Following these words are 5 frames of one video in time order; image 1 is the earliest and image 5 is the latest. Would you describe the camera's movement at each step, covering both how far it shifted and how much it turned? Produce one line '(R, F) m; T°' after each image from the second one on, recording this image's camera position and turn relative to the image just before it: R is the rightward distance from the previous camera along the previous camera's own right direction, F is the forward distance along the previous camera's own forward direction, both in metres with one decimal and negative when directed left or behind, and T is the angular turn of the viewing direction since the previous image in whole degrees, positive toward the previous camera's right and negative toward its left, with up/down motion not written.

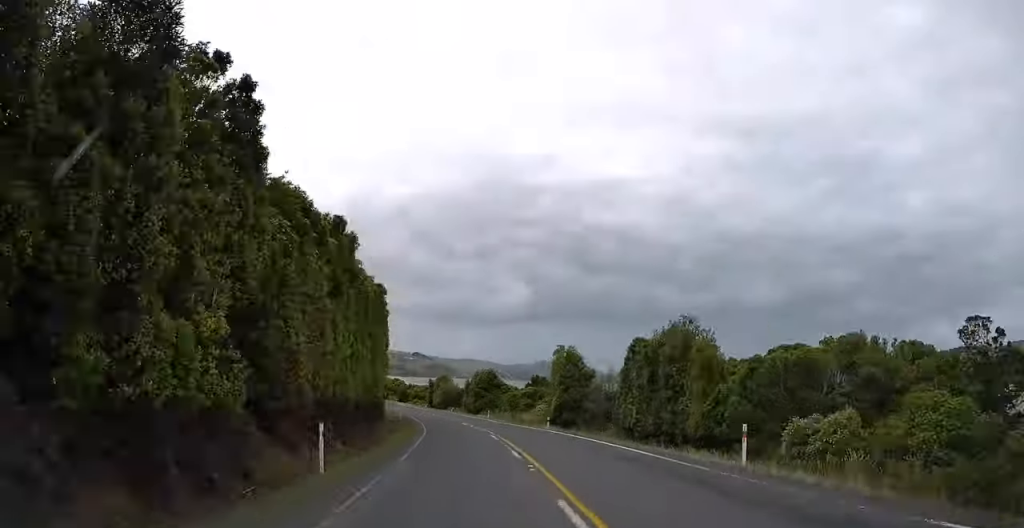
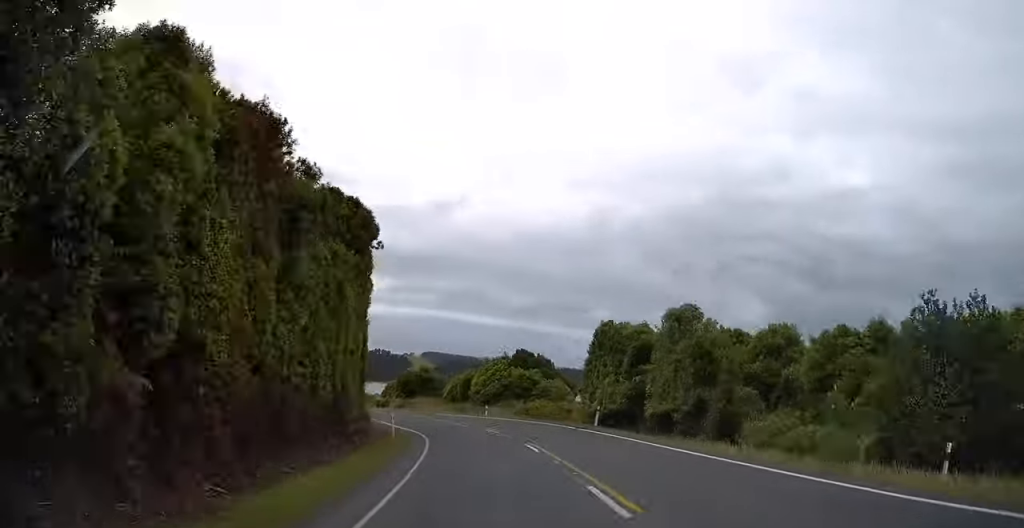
(-22.9, +128.0) m; -26°
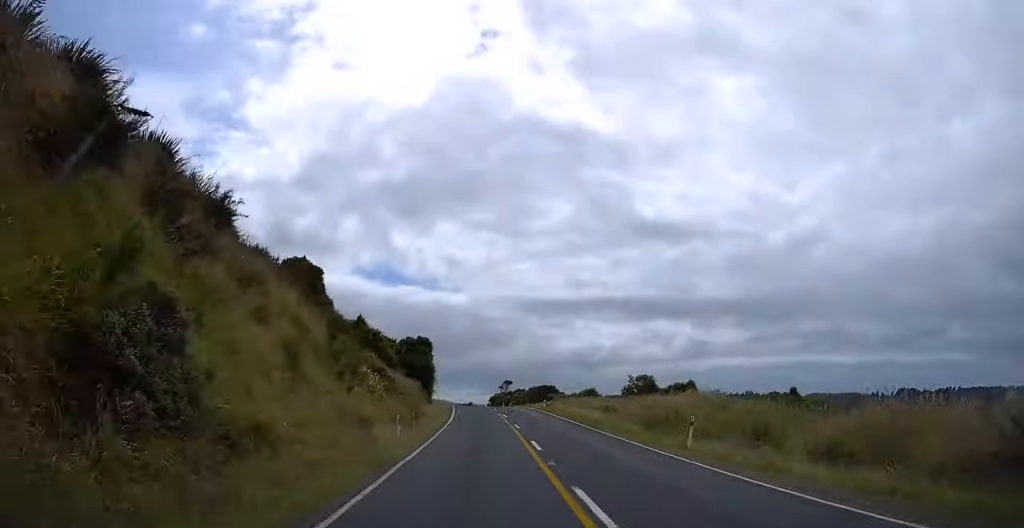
(-56.1, +176.3) m; -23°
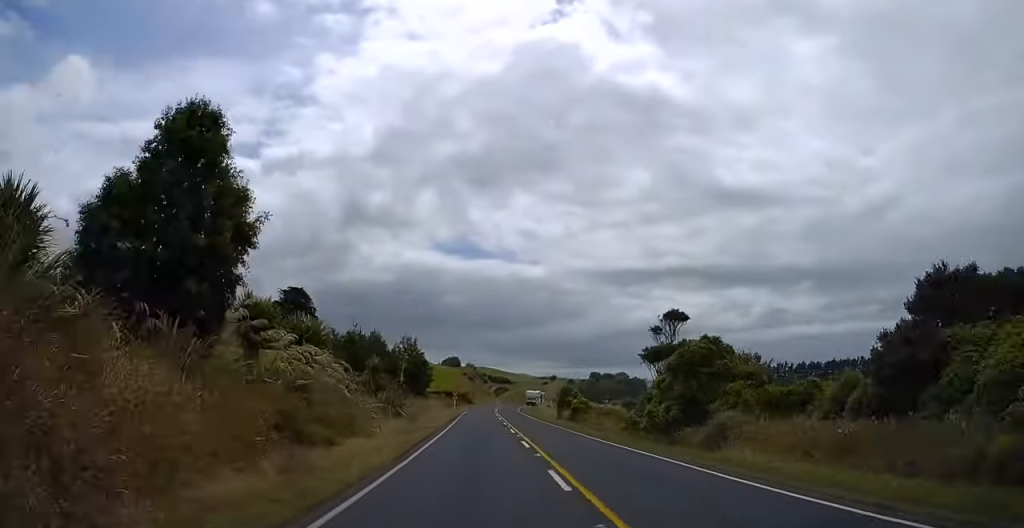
(-2.2, +94.4) m; -3°
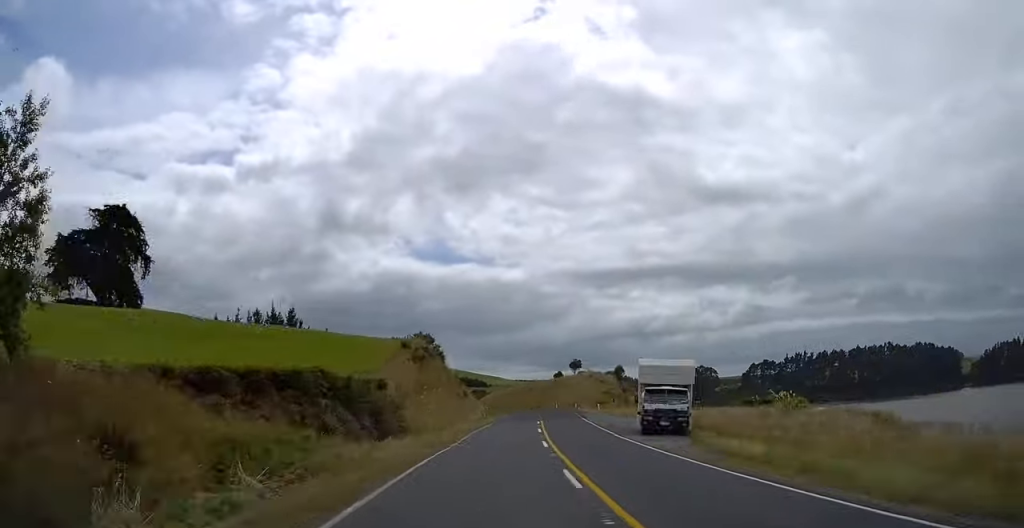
(+0.1, +102.0) m; +1°
